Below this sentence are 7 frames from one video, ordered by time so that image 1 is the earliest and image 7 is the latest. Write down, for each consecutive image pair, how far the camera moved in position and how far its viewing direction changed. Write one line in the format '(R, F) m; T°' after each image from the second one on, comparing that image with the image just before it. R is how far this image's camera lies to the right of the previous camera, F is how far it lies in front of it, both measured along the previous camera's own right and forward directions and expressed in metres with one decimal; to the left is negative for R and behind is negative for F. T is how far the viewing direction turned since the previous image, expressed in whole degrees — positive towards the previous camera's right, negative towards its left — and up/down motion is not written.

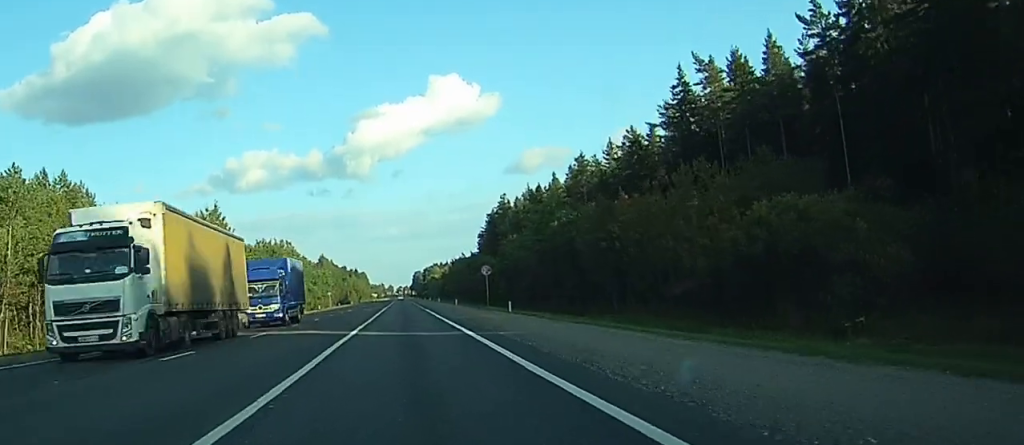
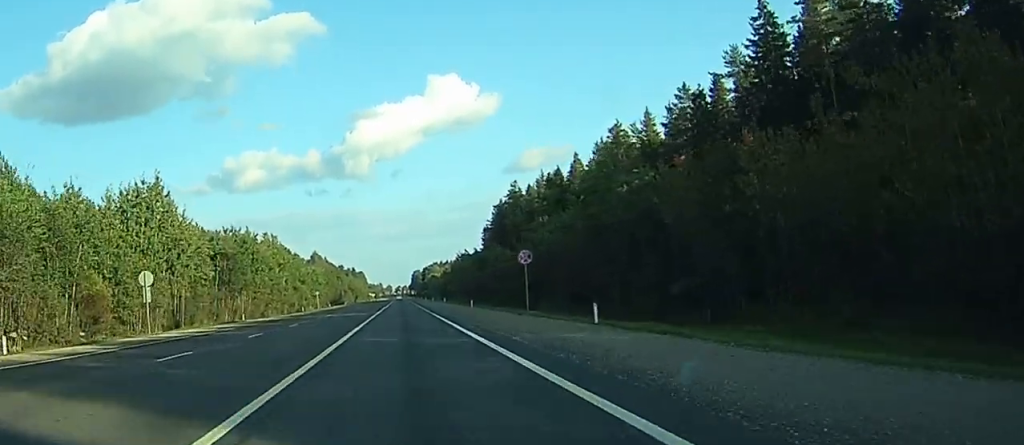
(+0.1, +24.1) m; 0°
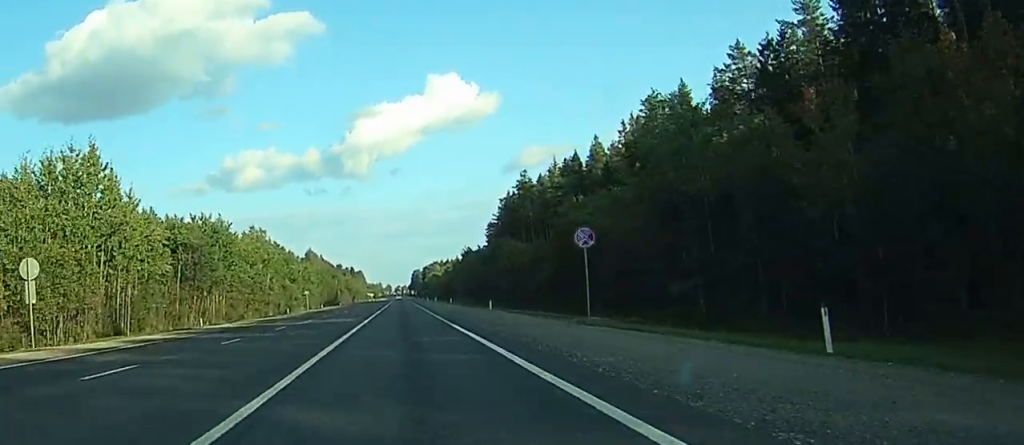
(0.0, +16.7) m; 0°
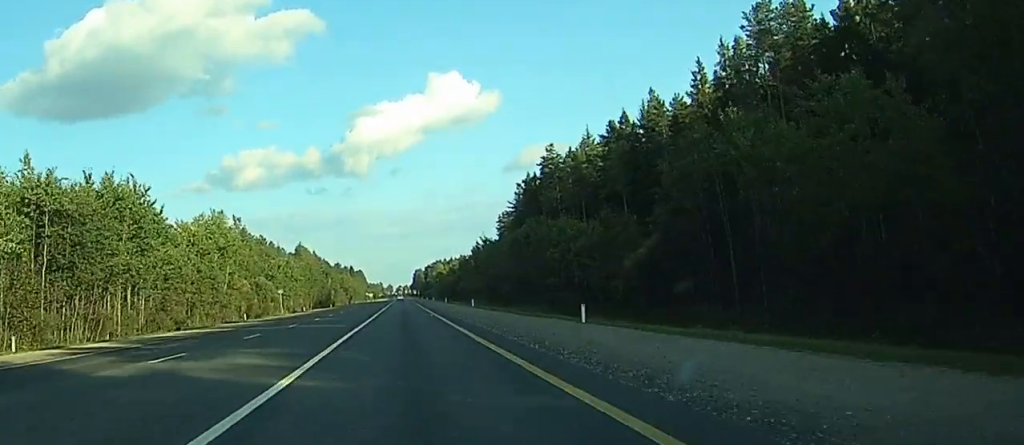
(0.0, +31.4) m; 0°
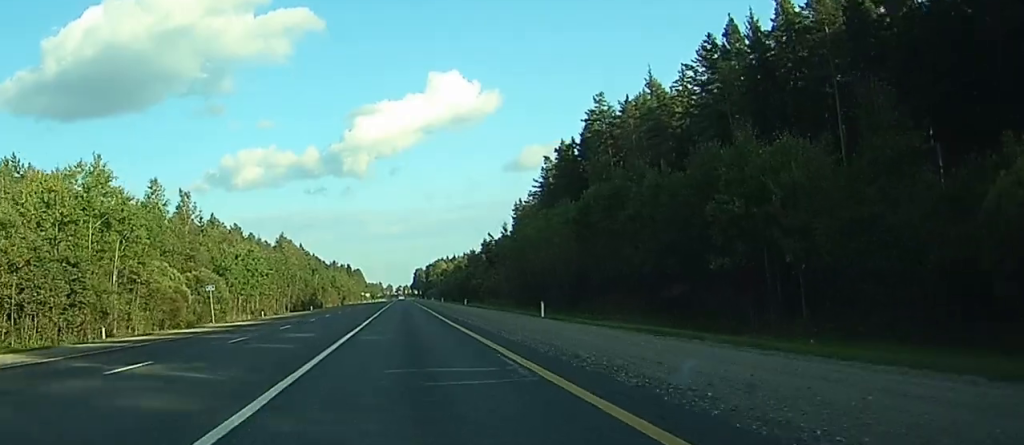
(+0.3, +38.7) m; 0°
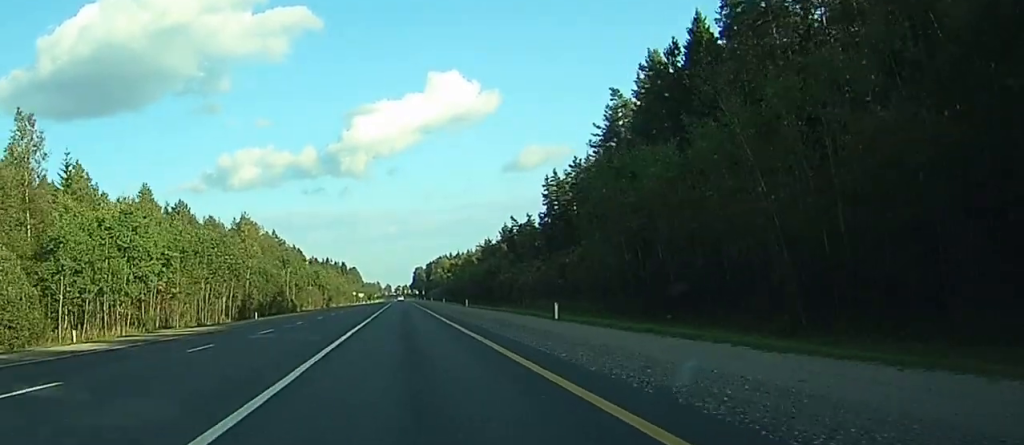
(-0.5, +52.8) m; 0°
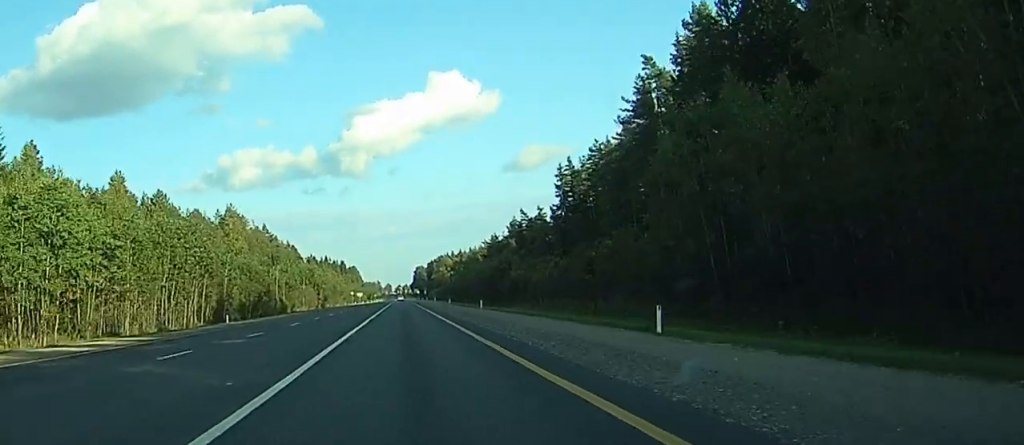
(+0.1, +14.9) m; 0°
